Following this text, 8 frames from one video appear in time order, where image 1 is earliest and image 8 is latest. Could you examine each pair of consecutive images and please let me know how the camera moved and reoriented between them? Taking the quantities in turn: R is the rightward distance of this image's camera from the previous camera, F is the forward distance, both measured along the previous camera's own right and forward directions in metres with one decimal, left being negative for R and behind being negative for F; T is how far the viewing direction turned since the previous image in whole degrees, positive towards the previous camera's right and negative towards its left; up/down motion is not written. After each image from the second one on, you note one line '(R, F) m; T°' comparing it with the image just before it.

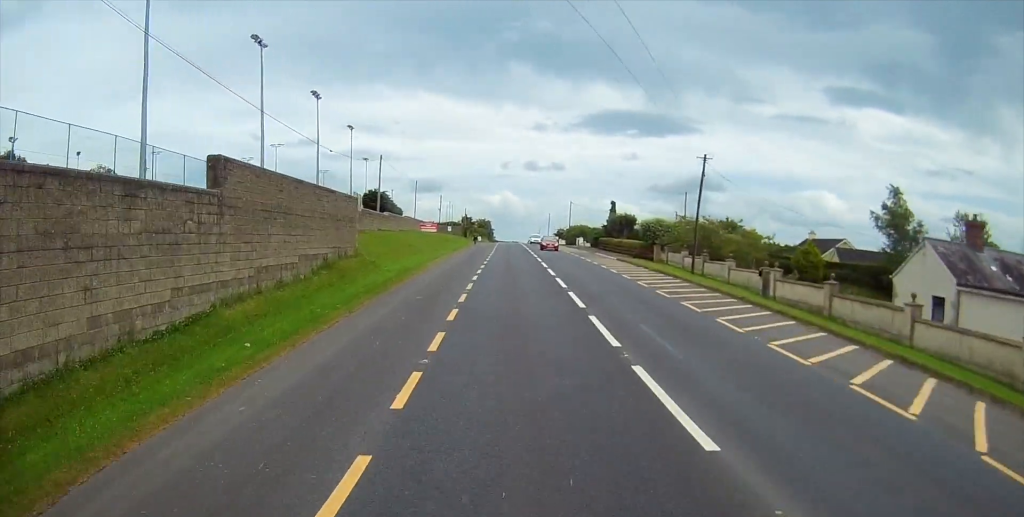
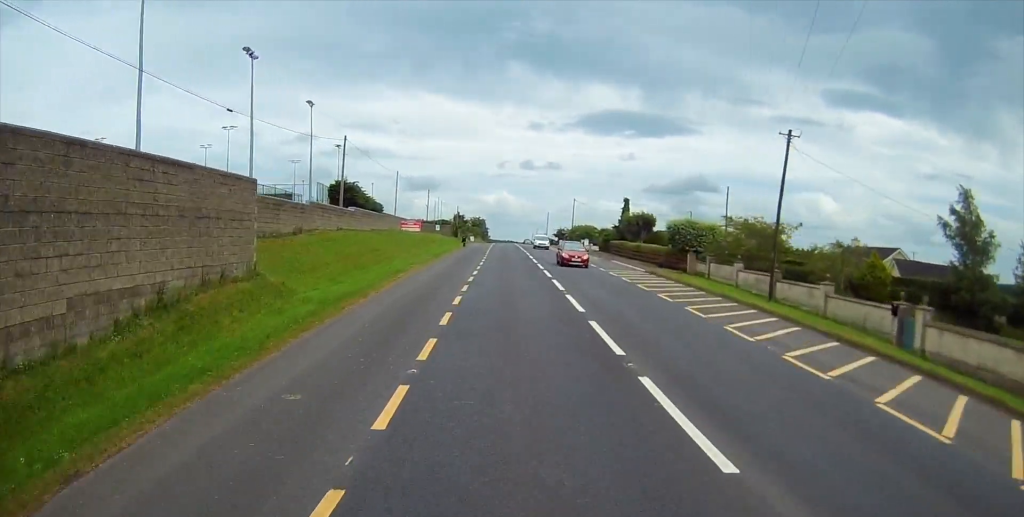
(-0.1, +13.1) m; 0°
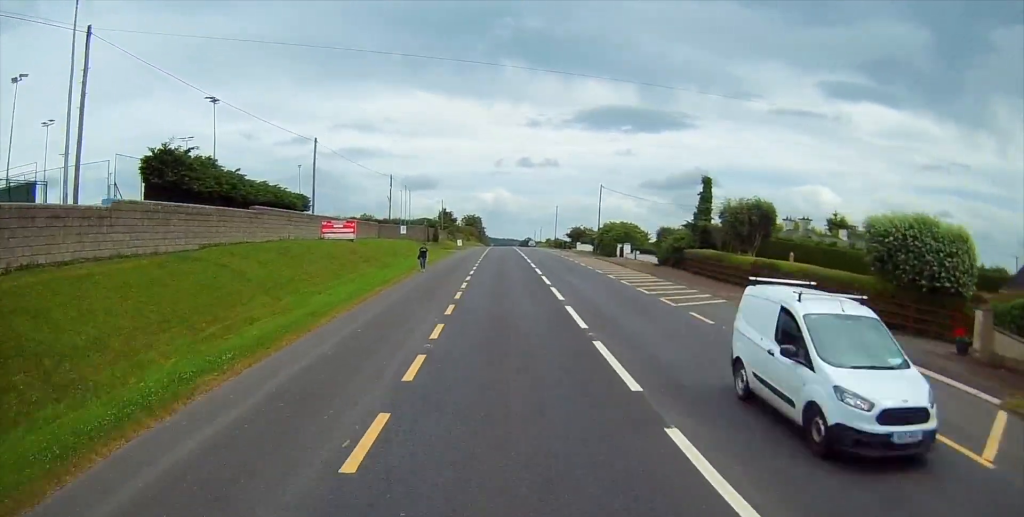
(+0.6, +33.4) m; +1°
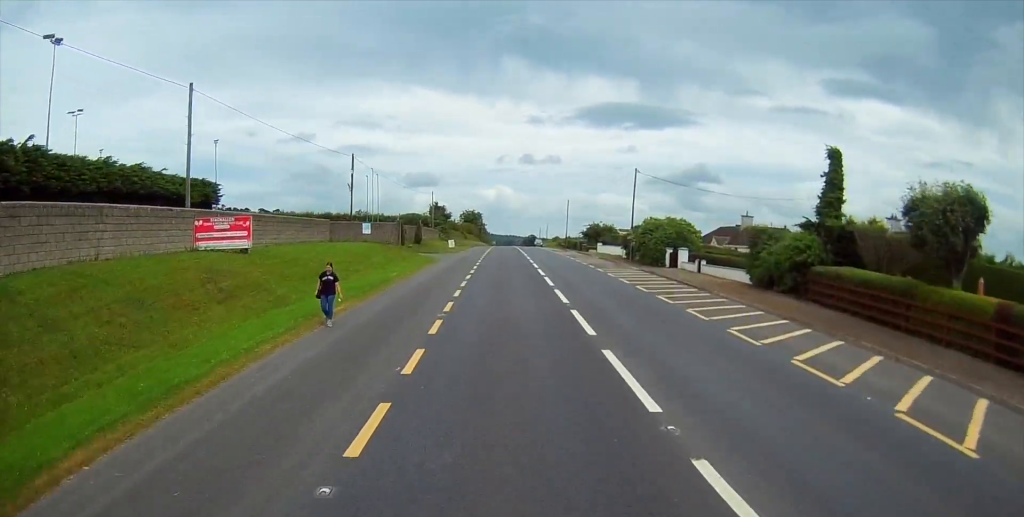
(0.0, +19.6) m; 0°
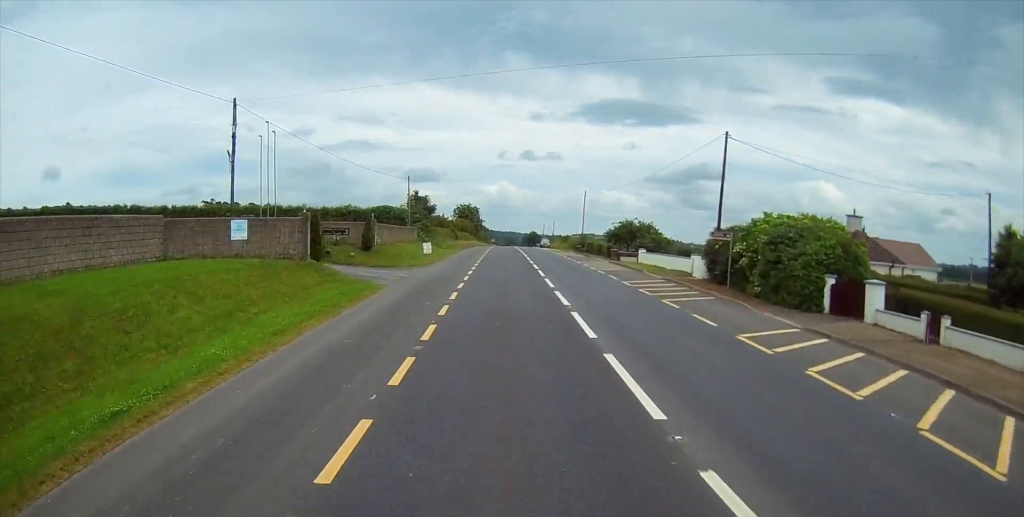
(0.0, +24.7) m; 0°
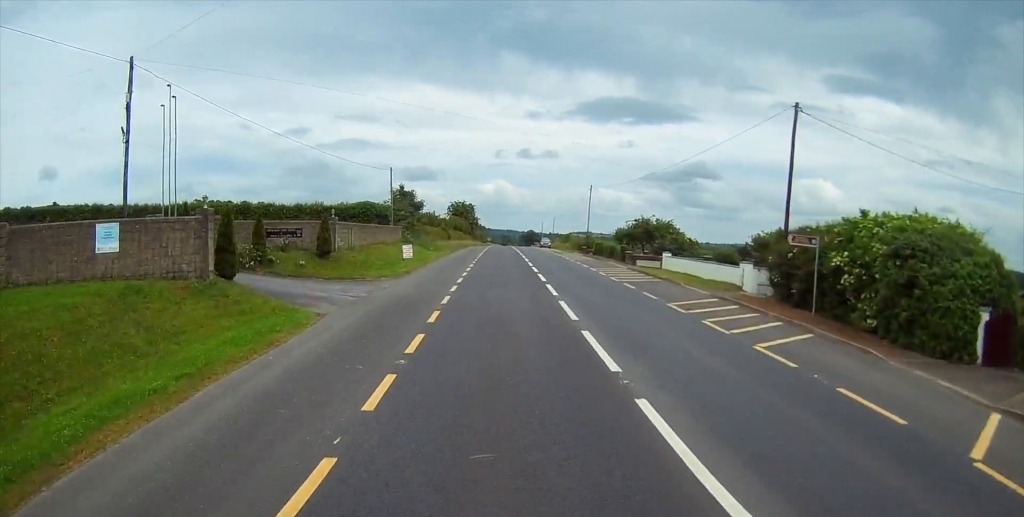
(0.0, +9.5) m; 0°
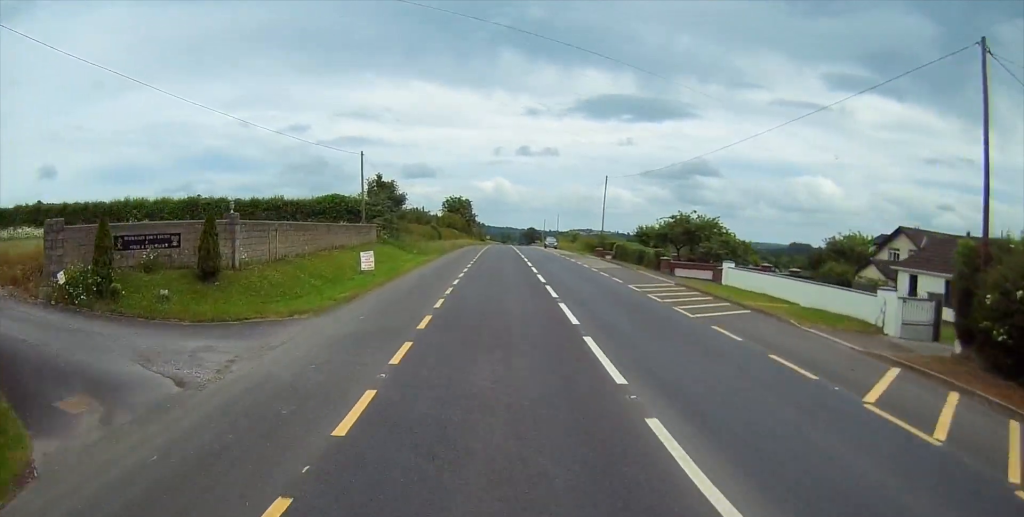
(+0.1, +13.2) m; 0°
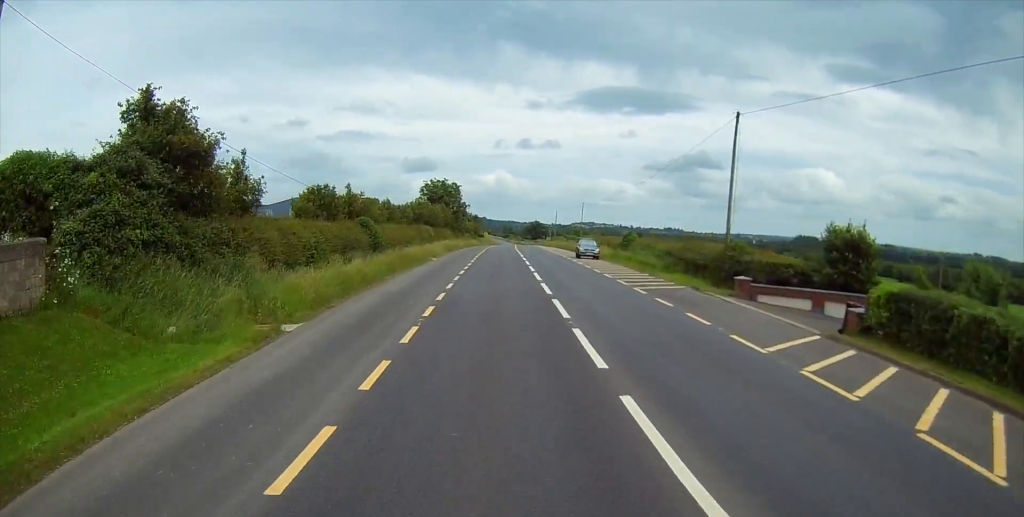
(0.0, +41.9) m; 0°
